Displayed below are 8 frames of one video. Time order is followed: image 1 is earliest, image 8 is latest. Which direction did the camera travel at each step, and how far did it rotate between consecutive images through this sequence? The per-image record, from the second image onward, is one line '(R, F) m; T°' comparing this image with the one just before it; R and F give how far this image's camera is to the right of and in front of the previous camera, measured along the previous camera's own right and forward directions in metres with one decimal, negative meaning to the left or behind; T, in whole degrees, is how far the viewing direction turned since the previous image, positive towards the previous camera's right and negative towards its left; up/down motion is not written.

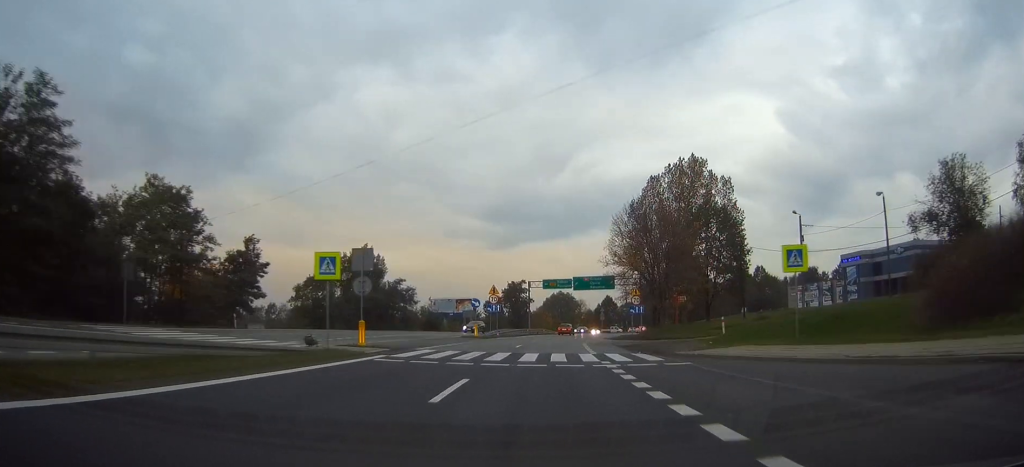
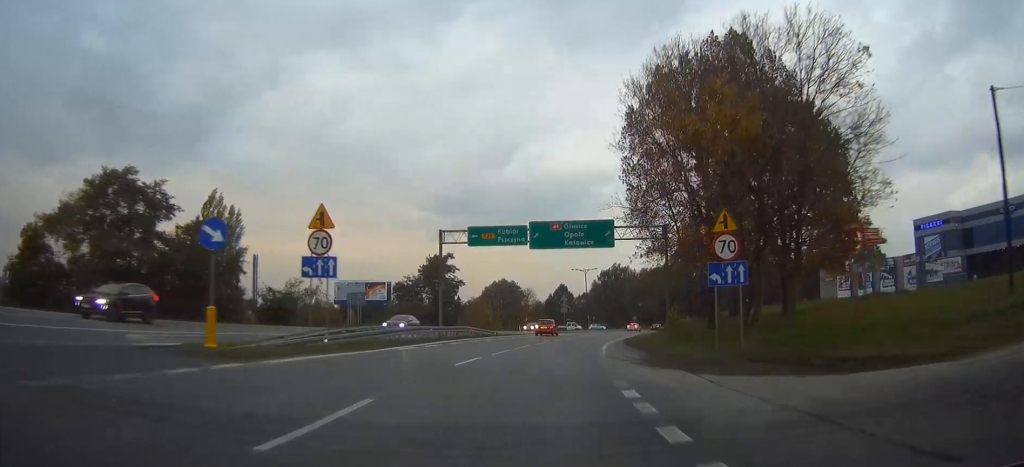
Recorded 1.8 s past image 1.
(+1.3, +41.9) m; +5°
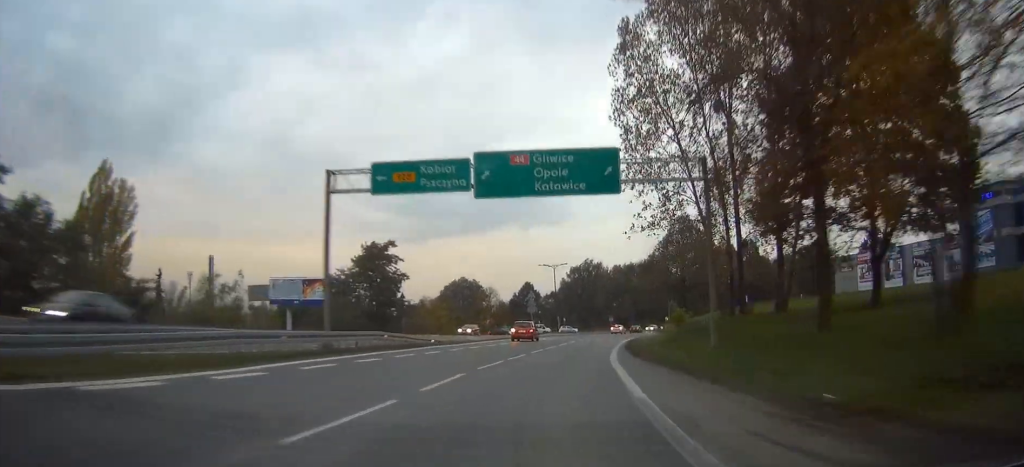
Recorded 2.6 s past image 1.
(+0.4, +17.4) m; +3°
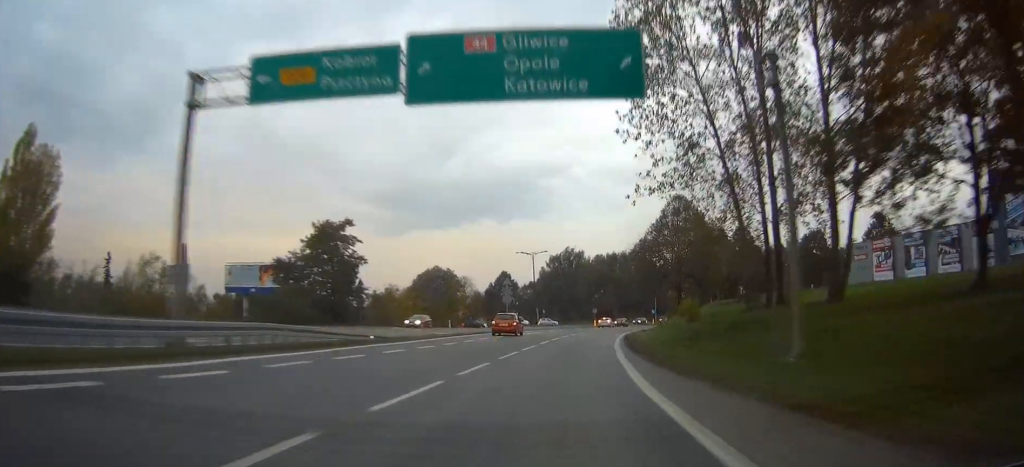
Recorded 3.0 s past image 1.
(+0.3, +9.7) m; +2°
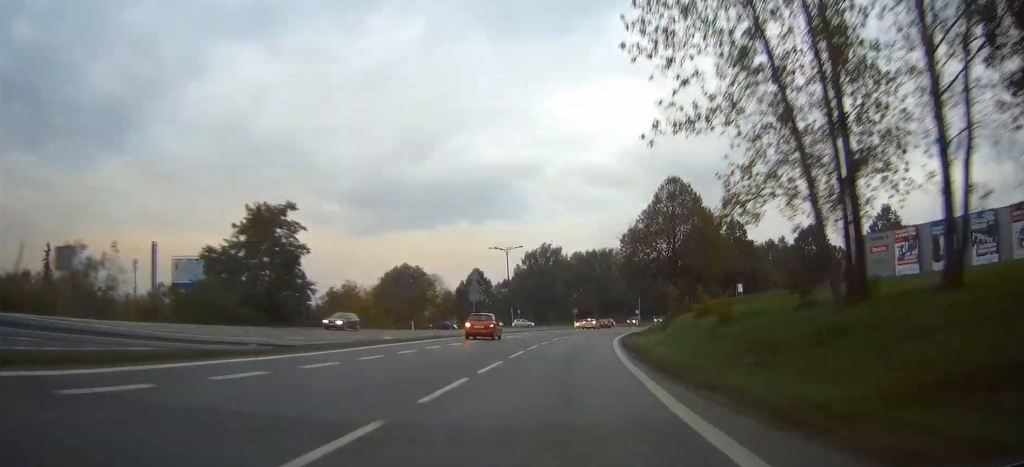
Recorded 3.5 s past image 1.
(0.0, +10.4) m; +2°
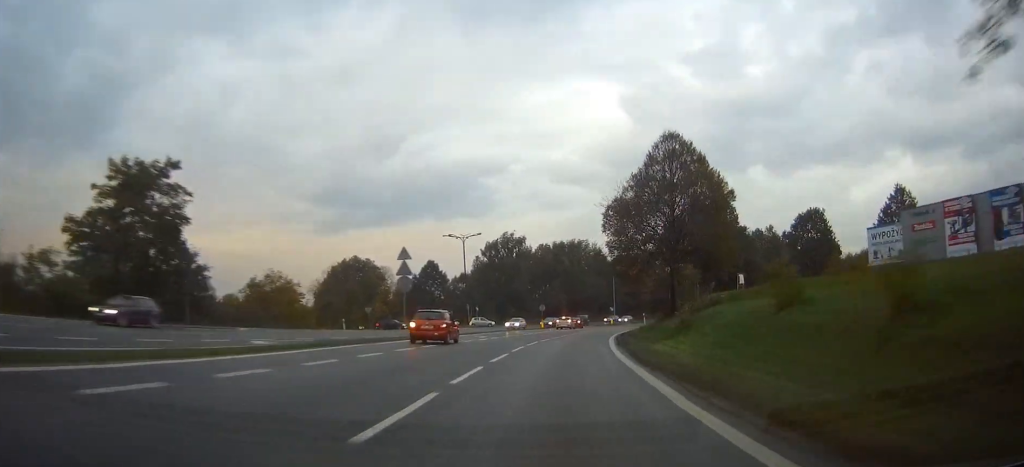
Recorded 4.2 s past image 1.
(+0.4, +15.4) m; +3°
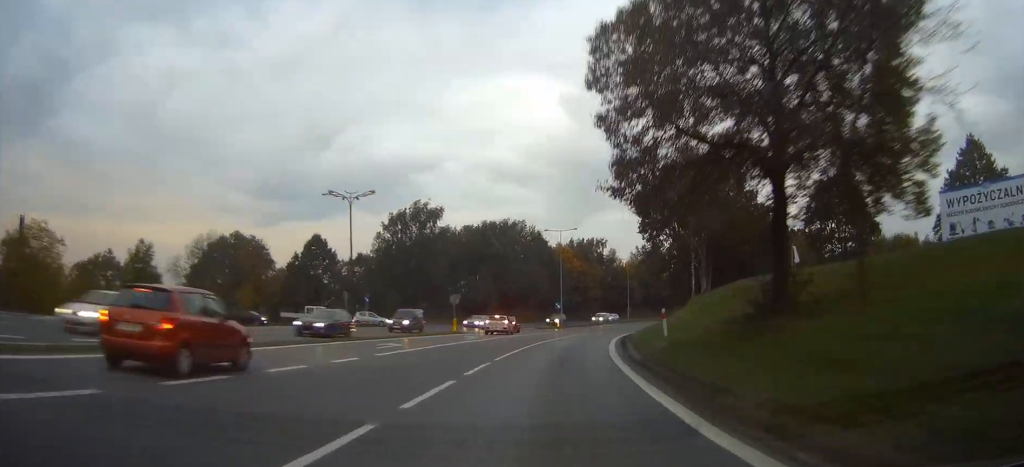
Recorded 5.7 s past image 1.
(+1.6, +32.5) m; +6°
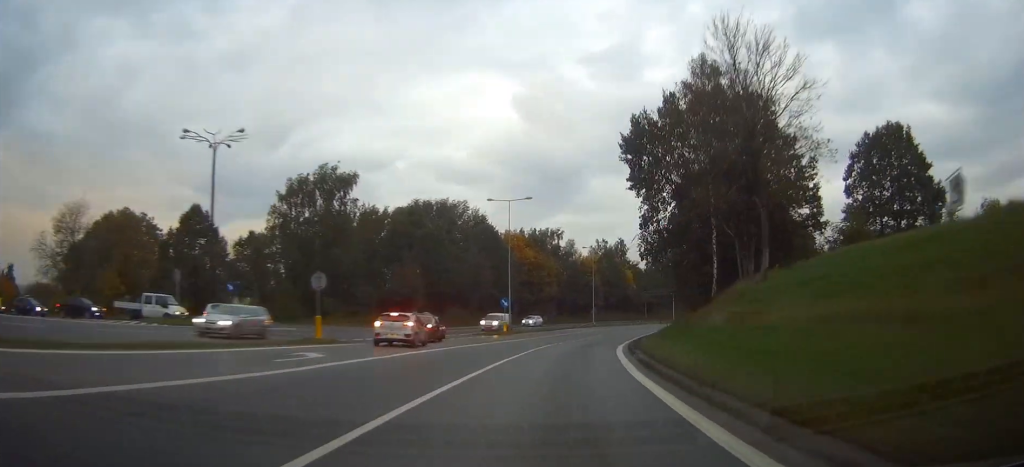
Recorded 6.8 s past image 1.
(+0.9, +23.6) m; +4°
